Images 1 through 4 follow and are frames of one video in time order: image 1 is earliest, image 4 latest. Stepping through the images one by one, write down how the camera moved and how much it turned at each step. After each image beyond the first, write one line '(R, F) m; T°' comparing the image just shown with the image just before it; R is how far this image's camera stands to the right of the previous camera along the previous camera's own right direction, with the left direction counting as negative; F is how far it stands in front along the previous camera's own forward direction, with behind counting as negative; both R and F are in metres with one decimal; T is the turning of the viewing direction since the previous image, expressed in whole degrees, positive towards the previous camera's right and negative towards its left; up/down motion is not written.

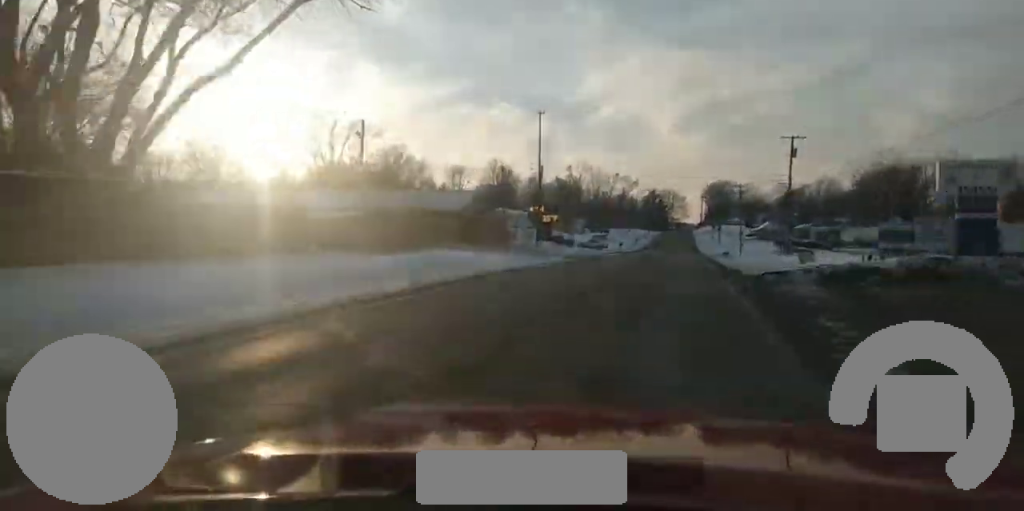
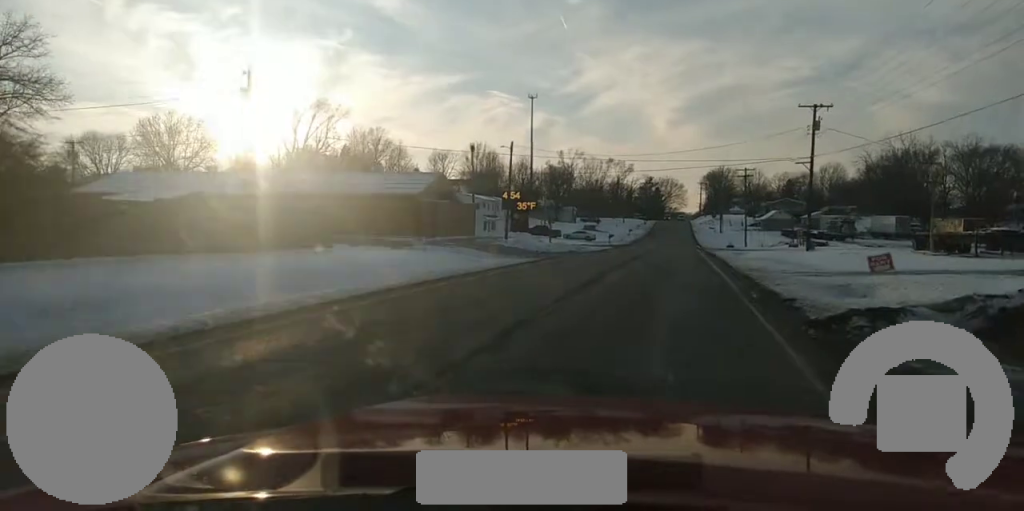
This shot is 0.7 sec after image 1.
(0.0, +12.9) m; 0°
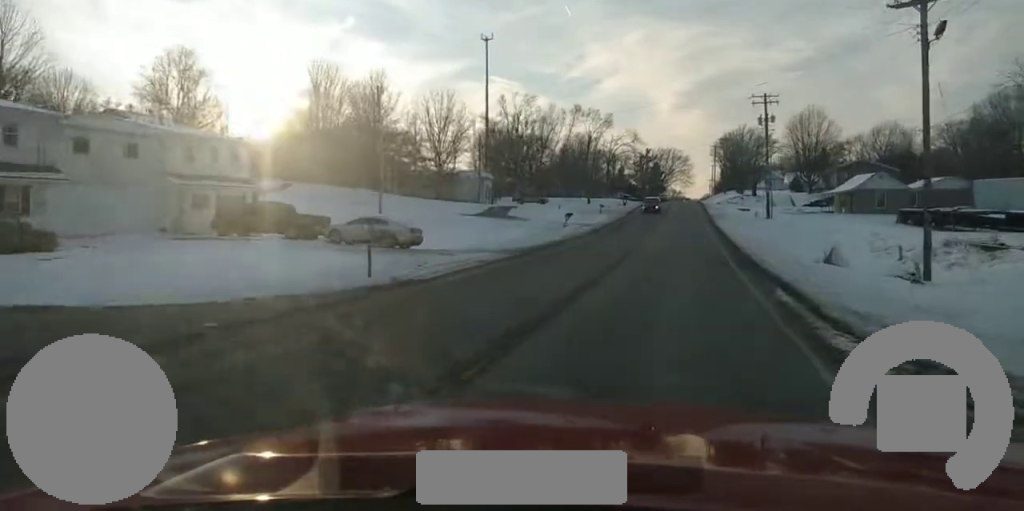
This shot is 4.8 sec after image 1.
(+0.6, +80.5) m; 0°
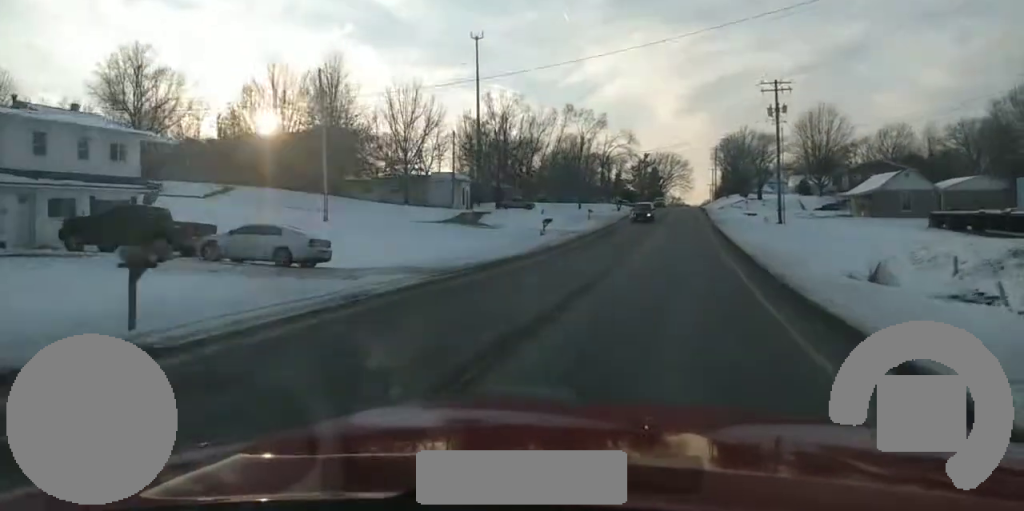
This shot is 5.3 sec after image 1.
(-0.1, +9.8) m; 0°
